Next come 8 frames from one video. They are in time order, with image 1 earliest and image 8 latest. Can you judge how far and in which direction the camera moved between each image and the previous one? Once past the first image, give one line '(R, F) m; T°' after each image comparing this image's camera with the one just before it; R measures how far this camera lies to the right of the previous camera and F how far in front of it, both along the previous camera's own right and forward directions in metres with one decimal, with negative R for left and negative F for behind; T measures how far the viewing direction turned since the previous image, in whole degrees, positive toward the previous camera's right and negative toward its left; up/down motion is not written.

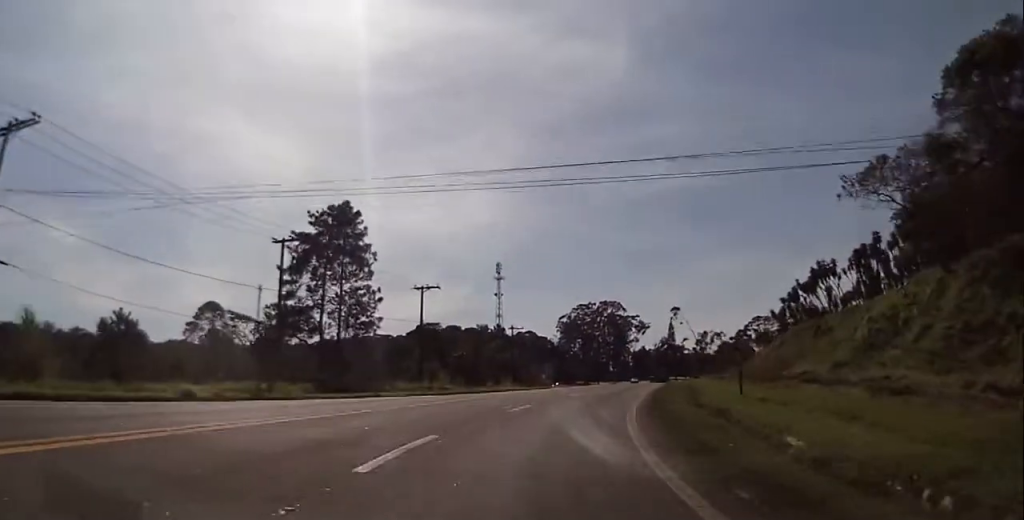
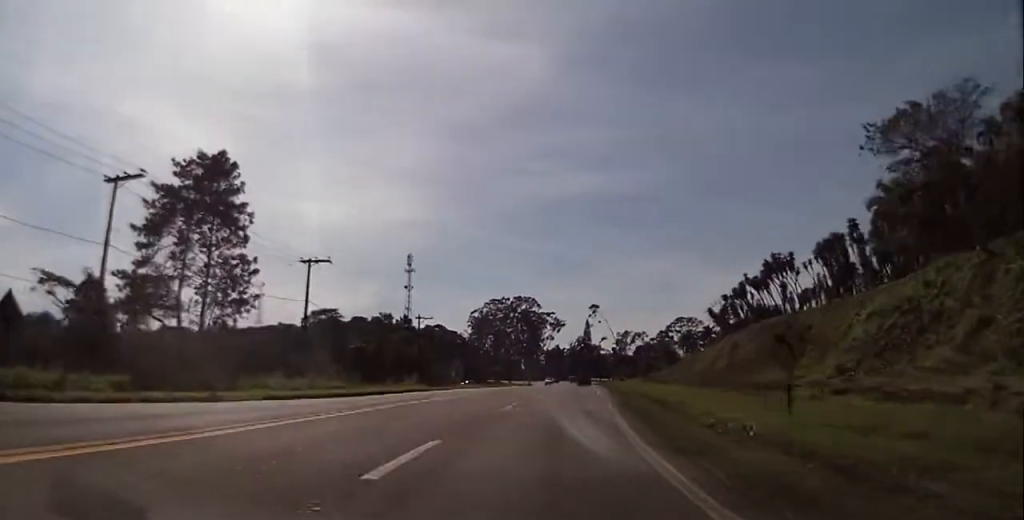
(+0.6, +11.3) m; +7°
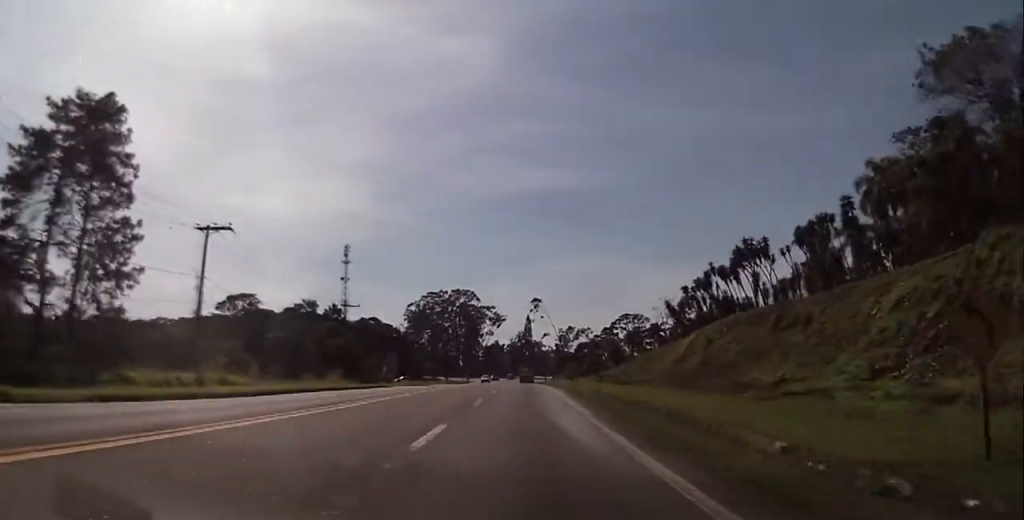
(+0.1, +8.3) m; +6°
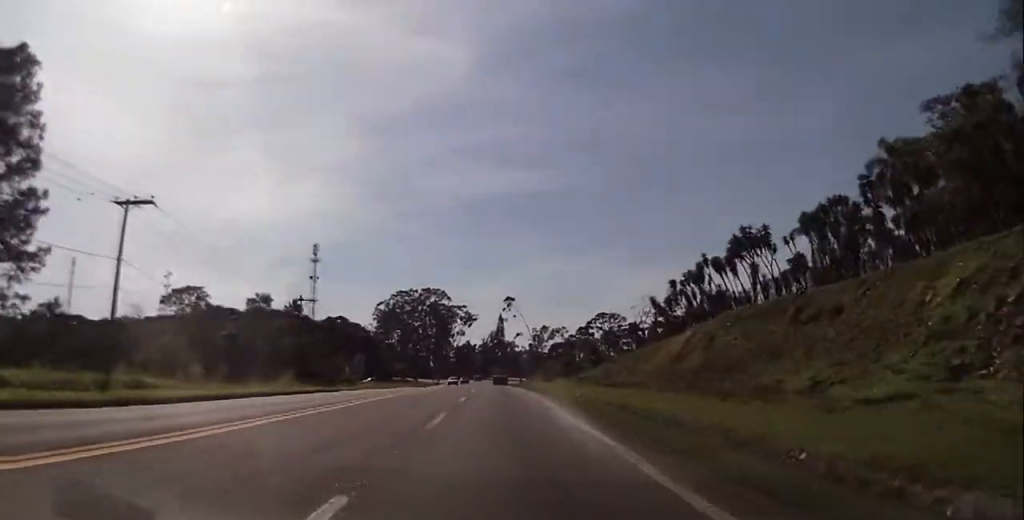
(+0.6, +6.6) m; +4°
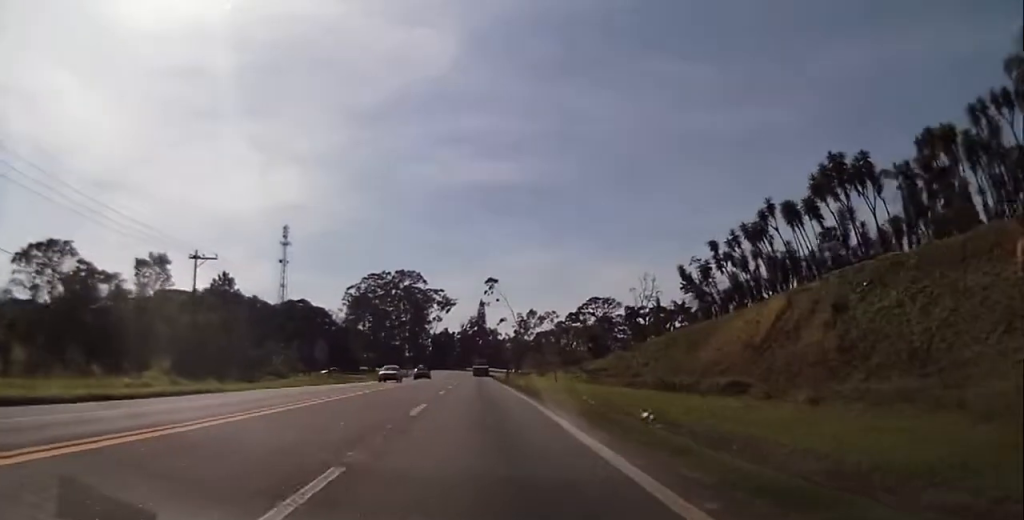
(+1.6, +20.3) m; +6°
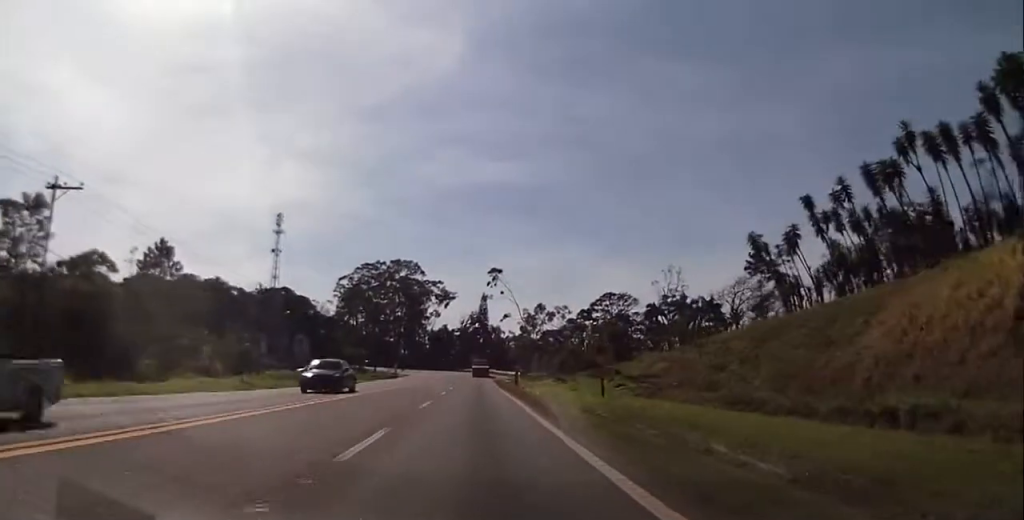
(+0.2, +18.4) m; +2°
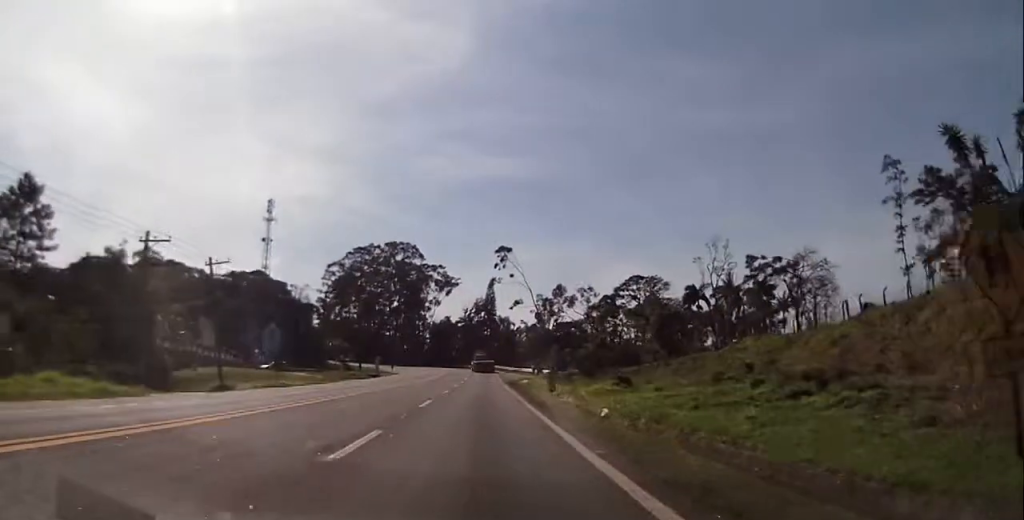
(+0.4, +23.3) m; +2°
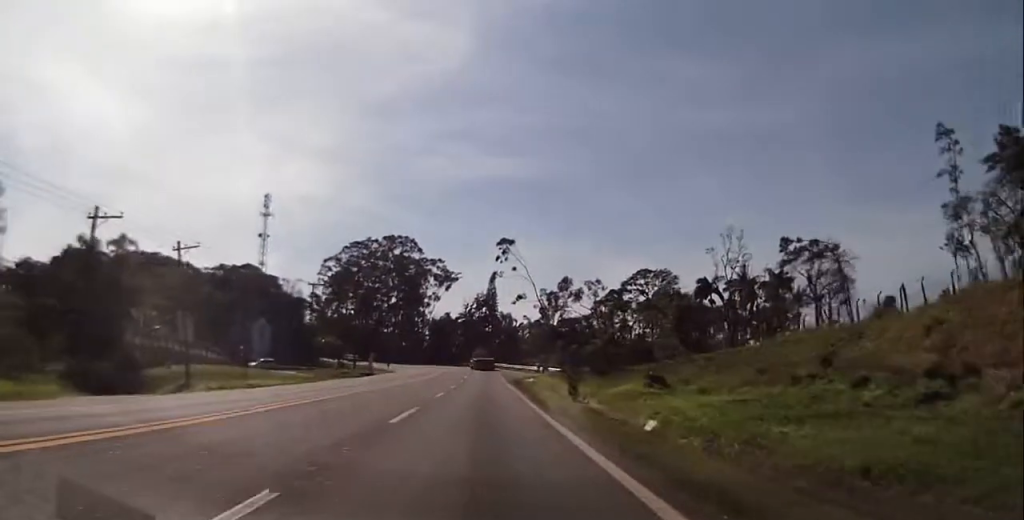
(+0.2, +6.1) m; -1°
